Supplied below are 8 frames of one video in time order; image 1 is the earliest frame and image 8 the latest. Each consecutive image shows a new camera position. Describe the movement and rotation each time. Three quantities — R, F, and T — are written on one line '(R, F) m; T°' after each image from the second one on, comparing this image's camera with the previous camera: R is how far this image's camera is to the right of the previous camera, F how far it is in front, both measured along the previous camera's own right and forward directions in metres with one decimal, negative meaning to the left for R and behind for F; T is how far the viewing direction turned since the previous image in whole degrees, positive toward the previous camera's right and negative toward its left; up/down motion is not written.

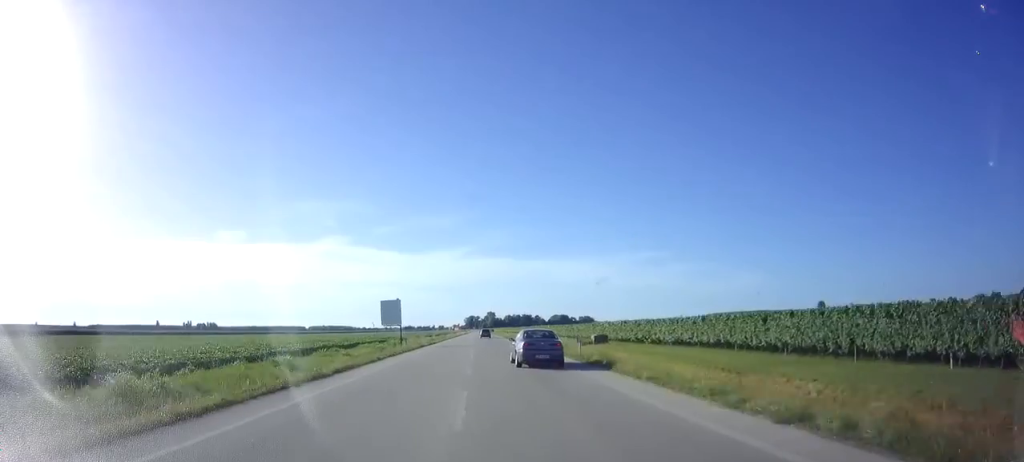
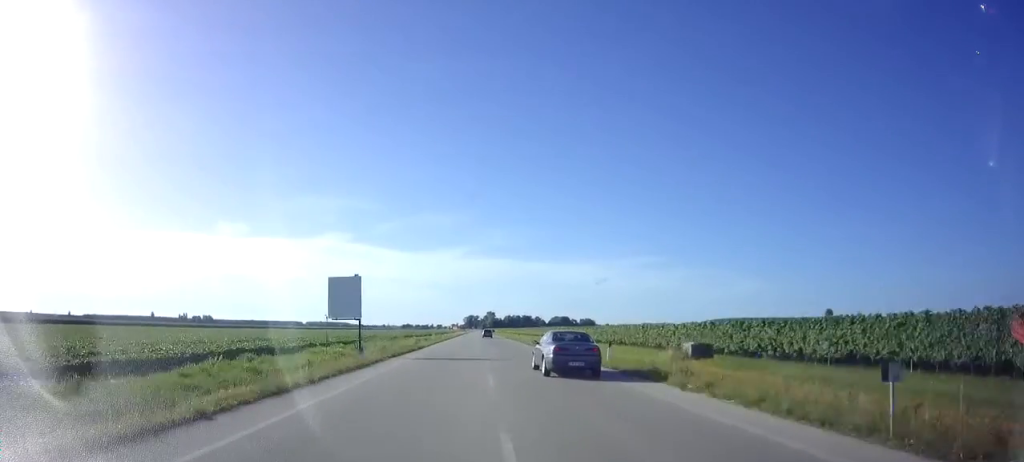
(0.0, +18.9) m; 0°
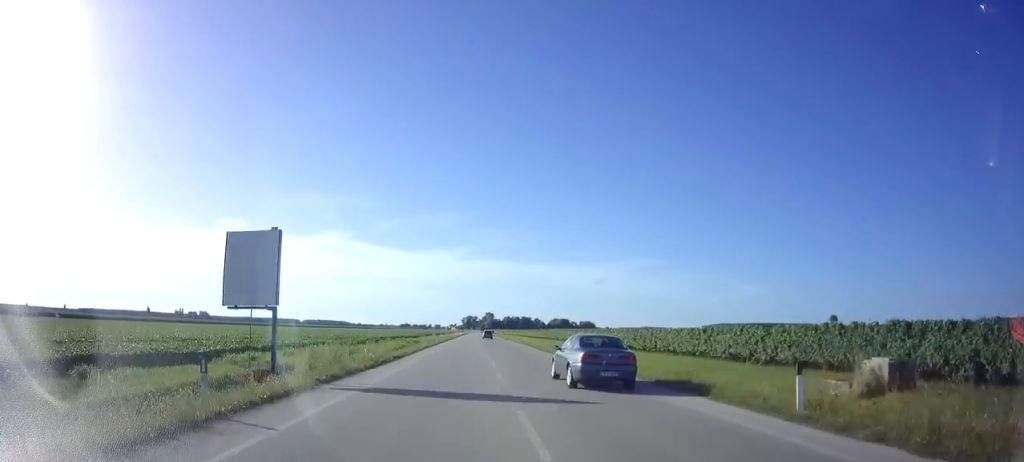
(+0.1, +13.0) m; 0°
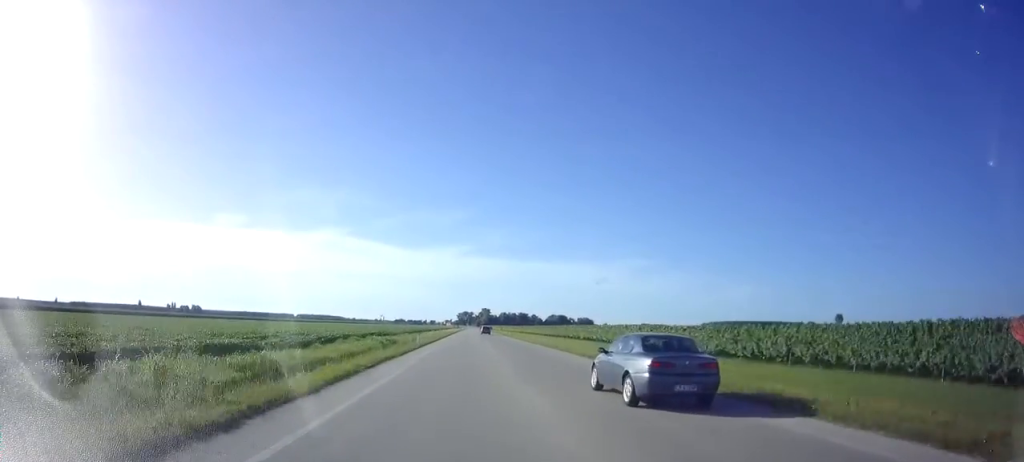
(-0.2, +20.2) m; 0°
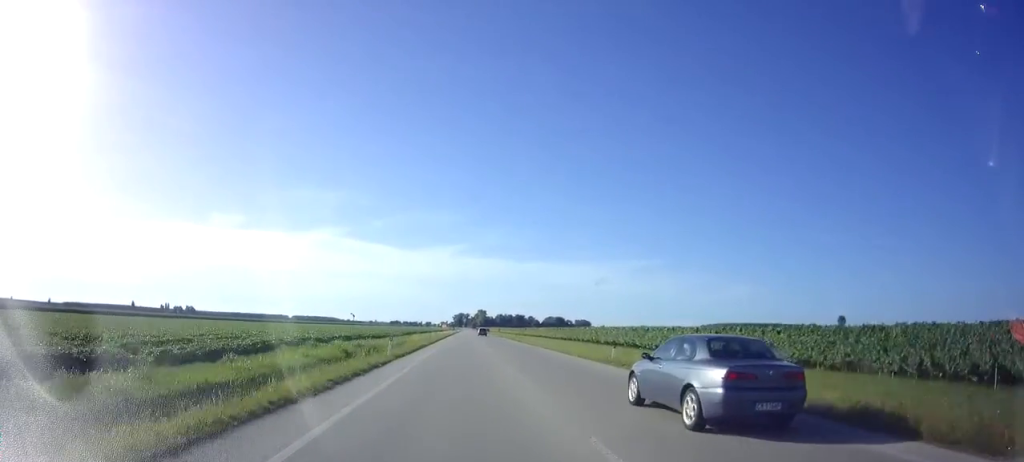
(-0.2, +13.2) m; 0°
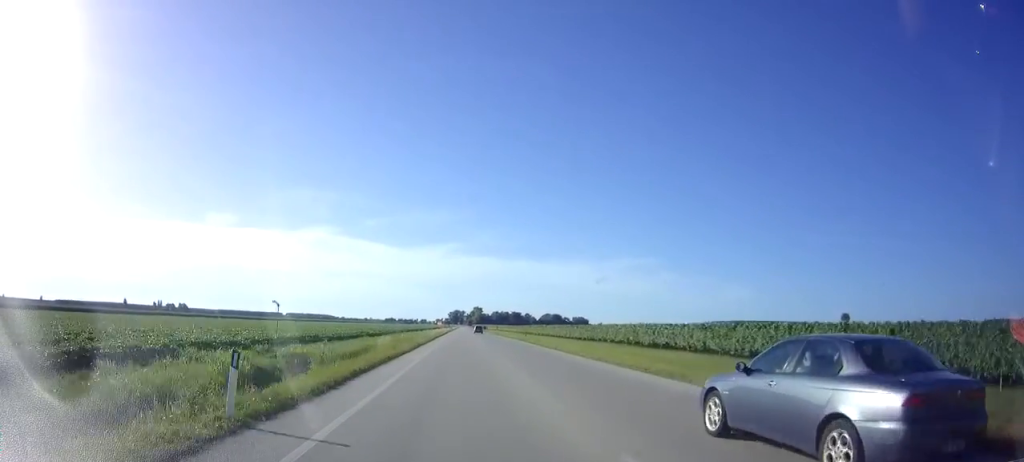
(+0.3, +17.5) m; +1°
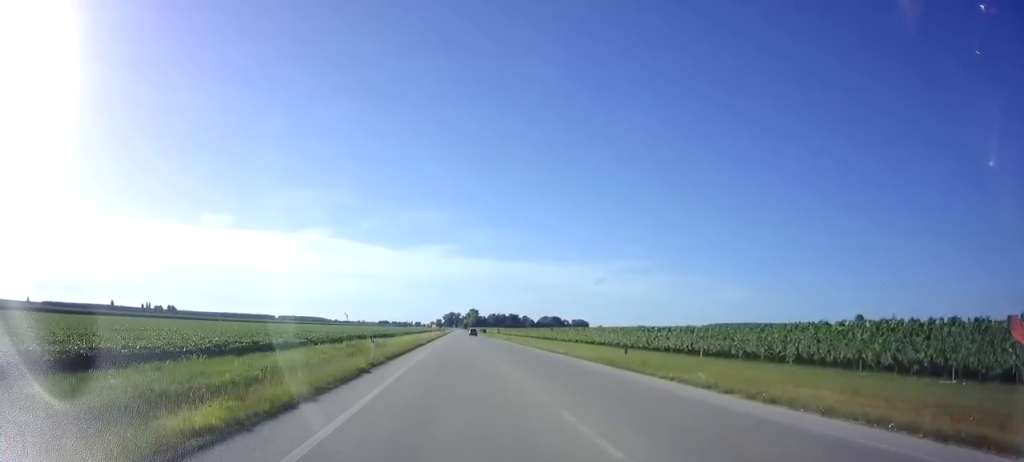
(+0.6, +35.2) m; +1°
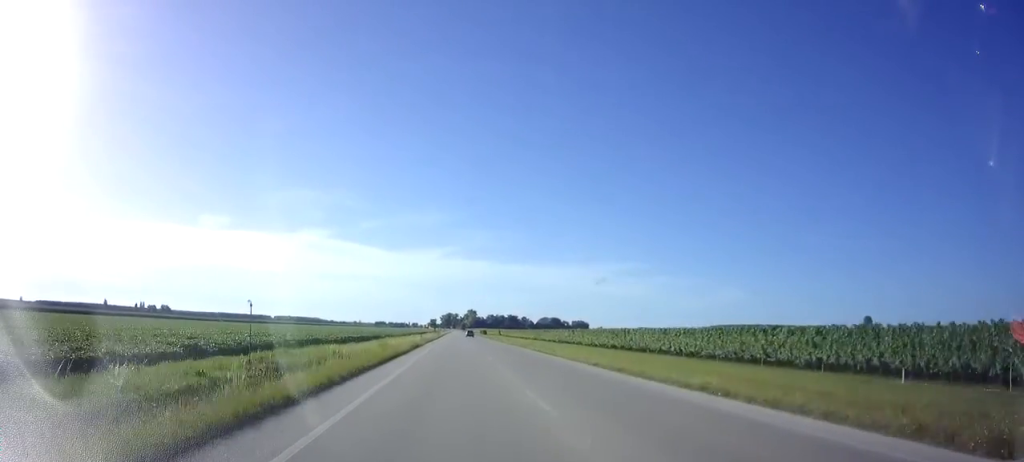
(+0.1, +18.8) m; 0°
